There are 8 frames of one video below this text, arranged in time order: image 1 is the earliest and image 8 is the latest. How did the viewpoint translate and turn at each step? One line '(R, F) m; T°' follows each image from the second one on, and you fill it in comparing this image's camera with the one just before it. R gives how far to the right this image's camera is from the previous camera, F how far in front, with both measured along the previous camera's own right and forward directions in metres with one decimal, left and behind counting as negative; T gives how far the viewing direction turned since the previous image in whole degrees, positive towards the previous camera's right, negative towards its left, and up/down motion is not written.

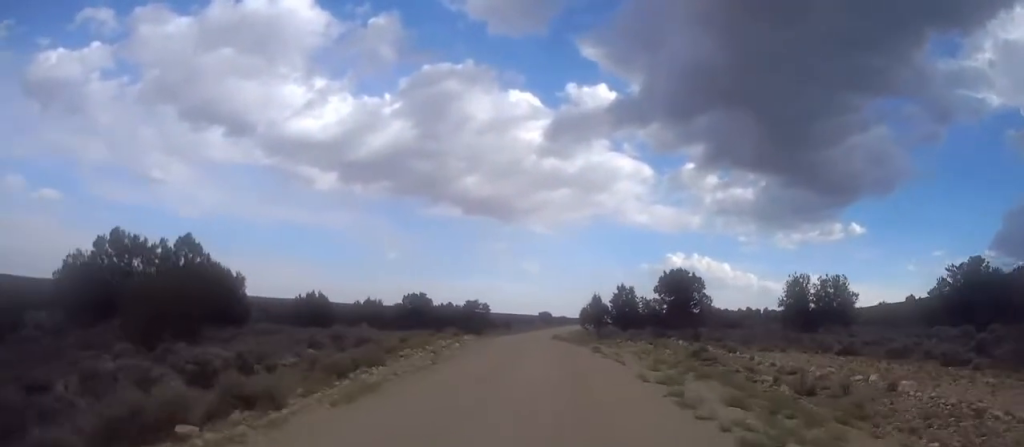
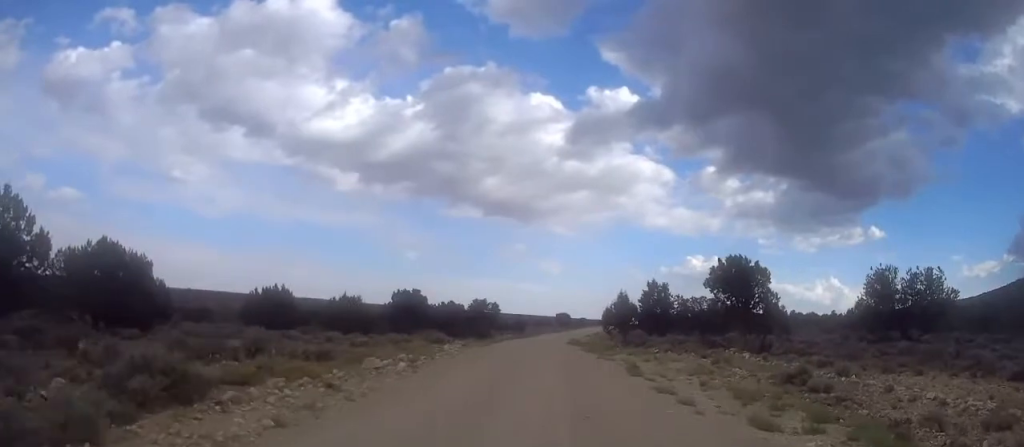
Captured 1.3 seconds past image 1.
(-0.2, +13.4) m; -2°
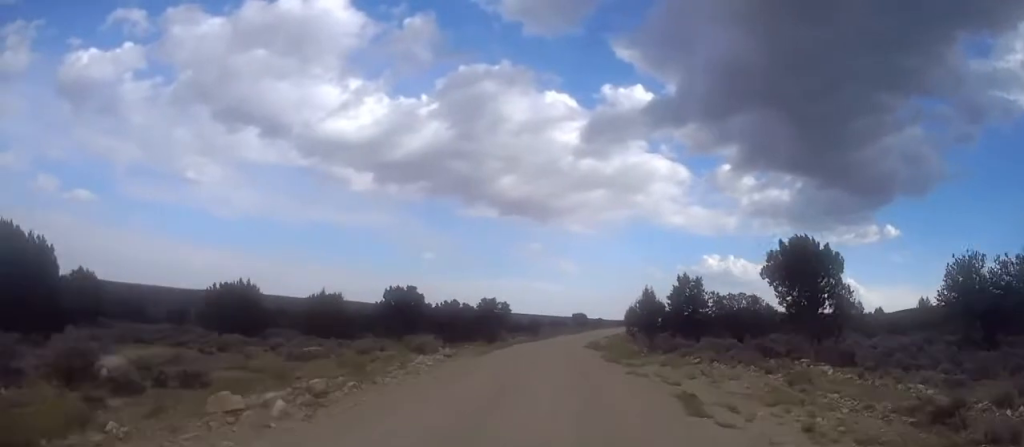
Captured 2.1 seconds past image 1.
(-0.2, +9.2) m; -1°
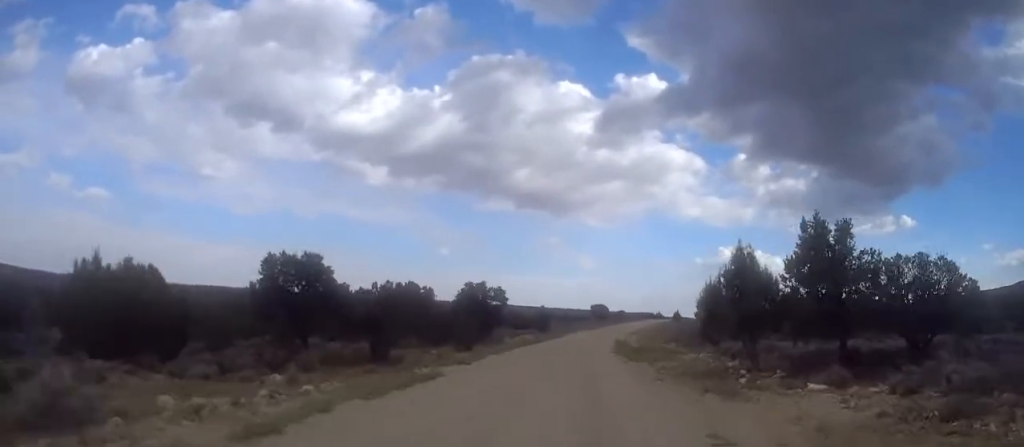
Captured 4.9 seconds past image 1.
(-0.9, +28.6) m; -5°
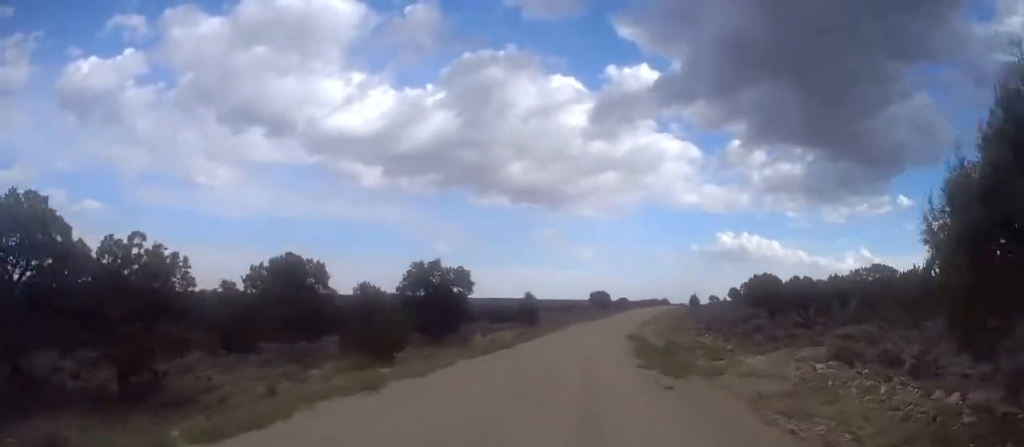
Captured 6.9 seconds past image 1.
(-0.8, +20.6) m; 0°
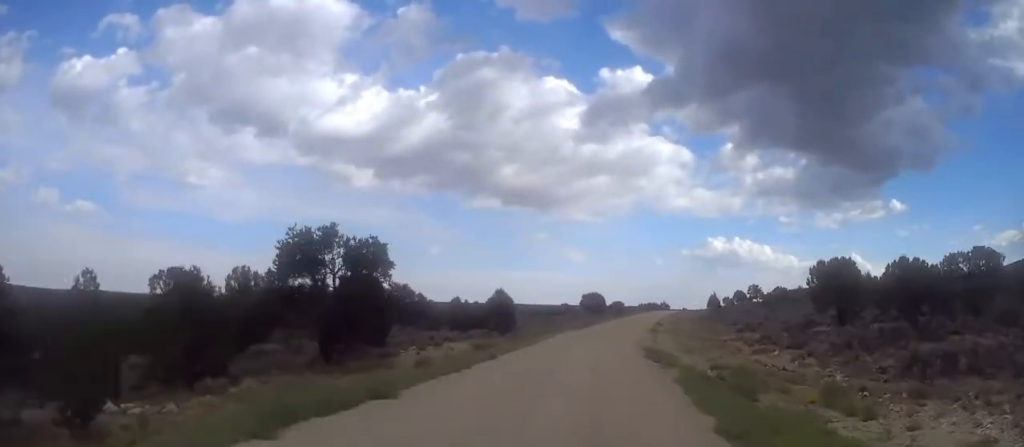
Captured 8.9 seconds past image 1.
(+0.7, +19.7) m; +4°
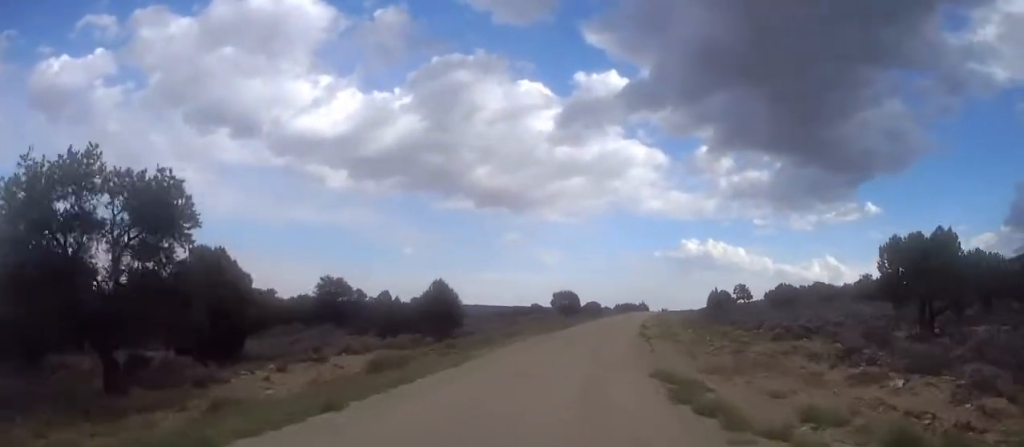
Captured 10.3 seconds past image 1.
(+0.4, +14.7) m; +1°
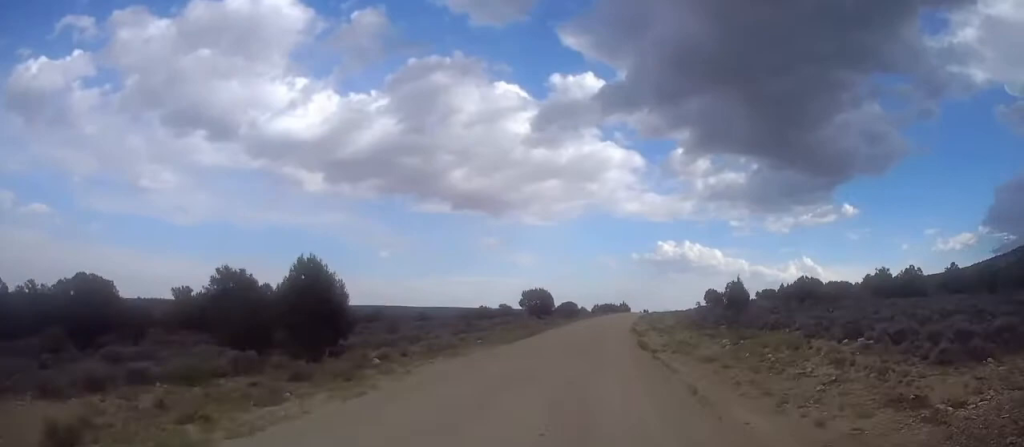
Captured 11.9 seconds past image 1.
(+0.1, +17.2) m; 0°
